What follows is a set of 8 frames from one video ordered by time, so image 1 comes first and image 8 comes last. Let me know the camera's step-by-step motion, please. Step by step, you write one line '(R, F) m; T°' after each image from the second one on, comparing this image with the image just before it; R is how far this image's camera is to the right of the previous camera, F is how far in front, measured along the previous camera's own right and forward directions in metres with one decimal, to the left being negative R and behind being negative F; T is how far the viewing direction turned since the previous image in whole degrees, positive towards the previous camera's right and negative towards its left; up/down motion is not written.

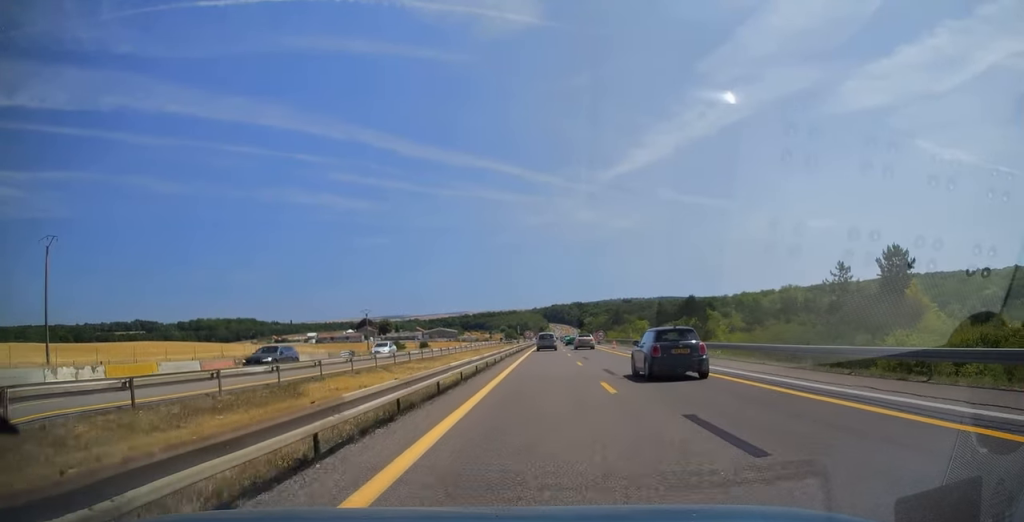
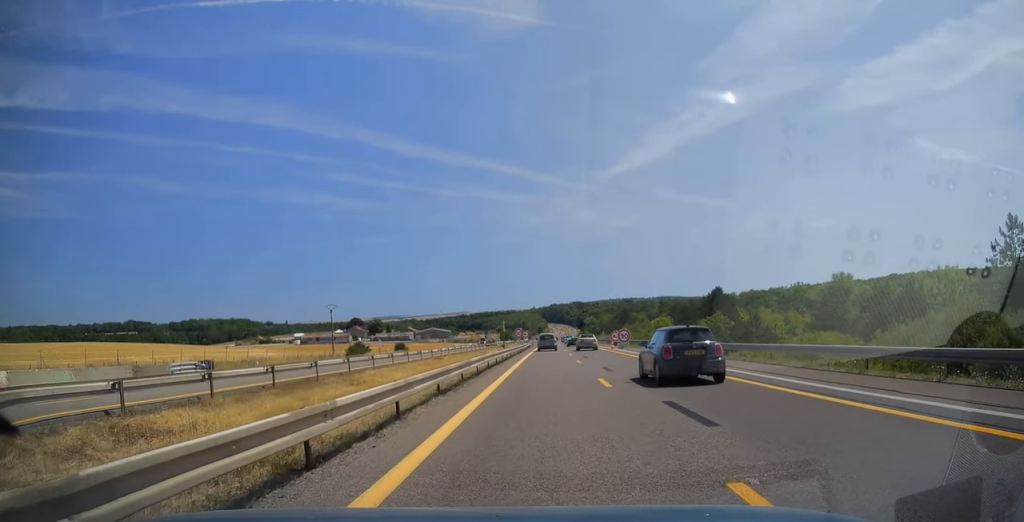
(0.0, +24.4) m; 0°
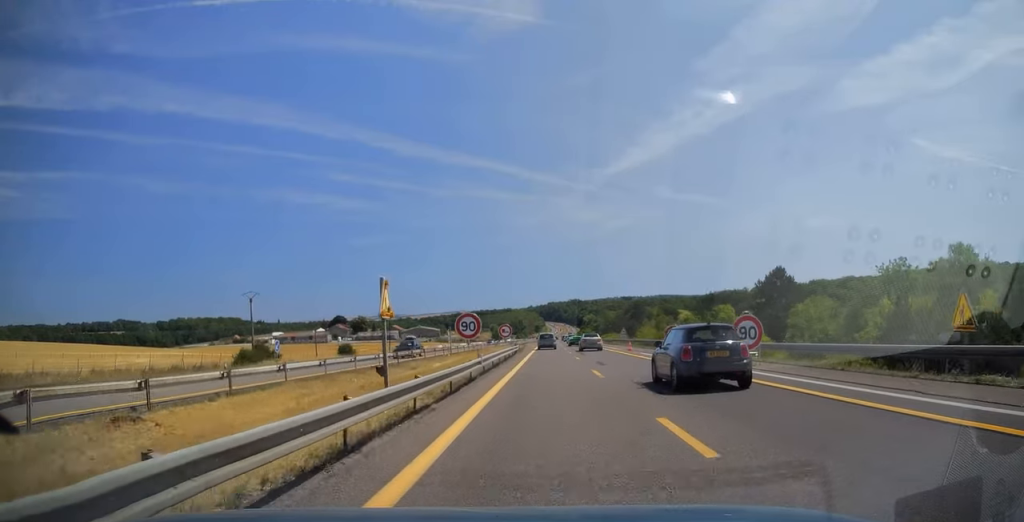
(0.0, +34.9) m; 0°
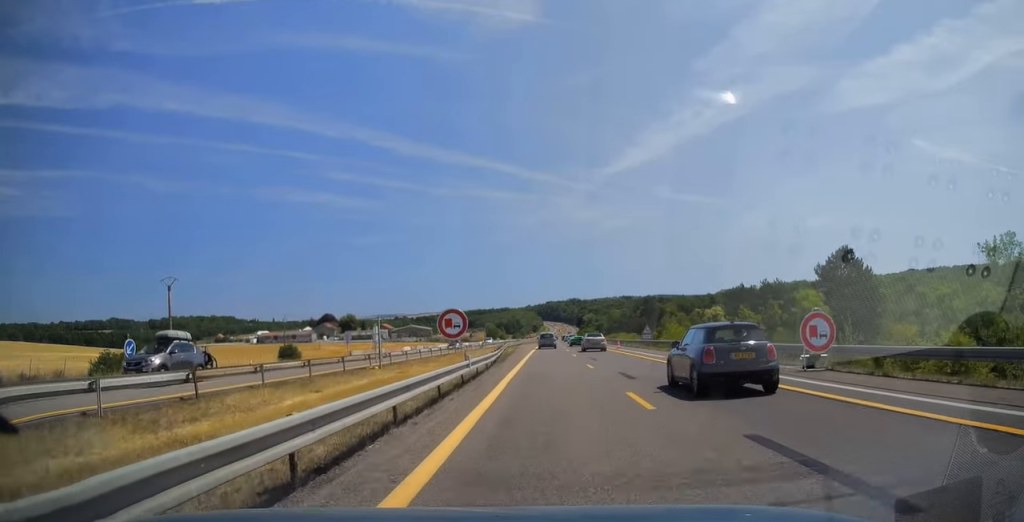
(0.0, +21.8) m; +1°
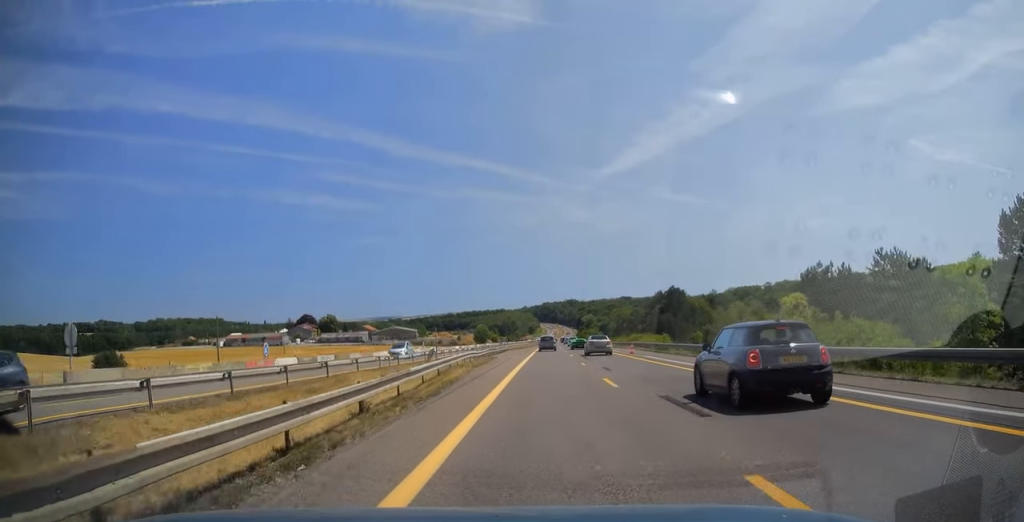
(+0.5, +34.0) m; 0°
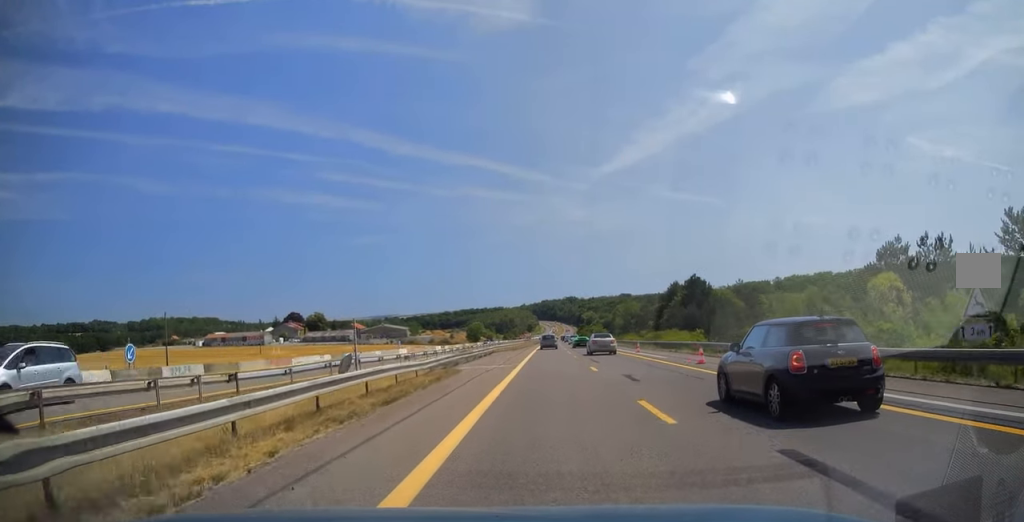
(-0.2, +19.6) m; 0°
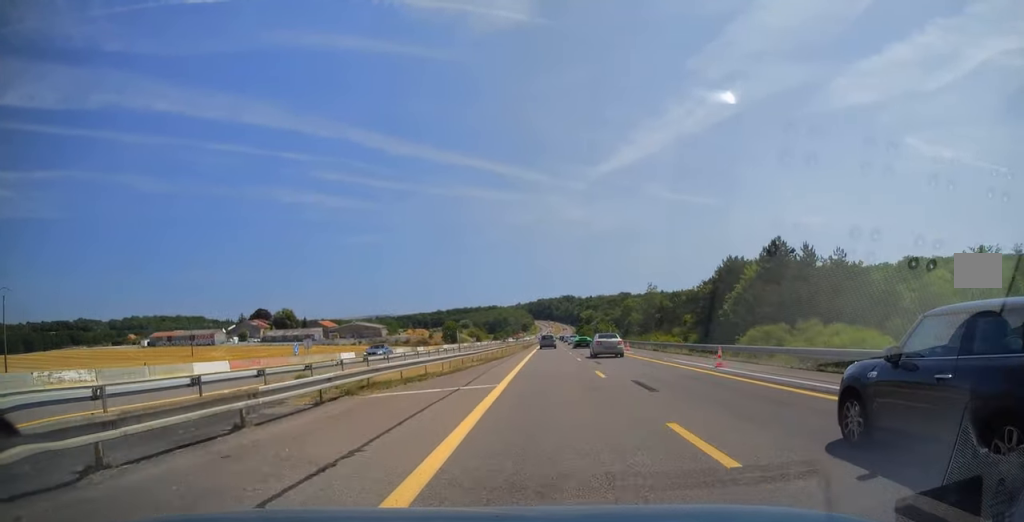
(+0.2, +41.8) m; 0°
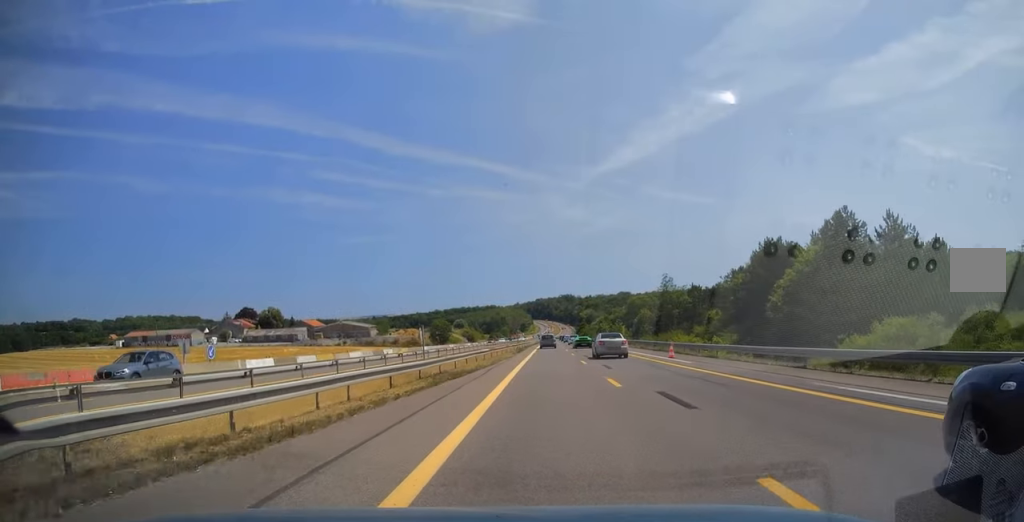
(-0.3, +16.5) m; 0°
